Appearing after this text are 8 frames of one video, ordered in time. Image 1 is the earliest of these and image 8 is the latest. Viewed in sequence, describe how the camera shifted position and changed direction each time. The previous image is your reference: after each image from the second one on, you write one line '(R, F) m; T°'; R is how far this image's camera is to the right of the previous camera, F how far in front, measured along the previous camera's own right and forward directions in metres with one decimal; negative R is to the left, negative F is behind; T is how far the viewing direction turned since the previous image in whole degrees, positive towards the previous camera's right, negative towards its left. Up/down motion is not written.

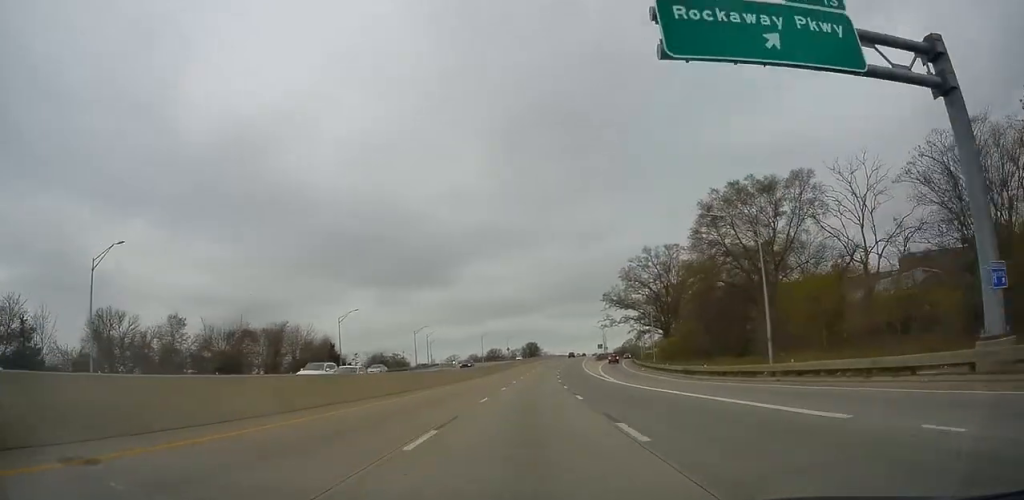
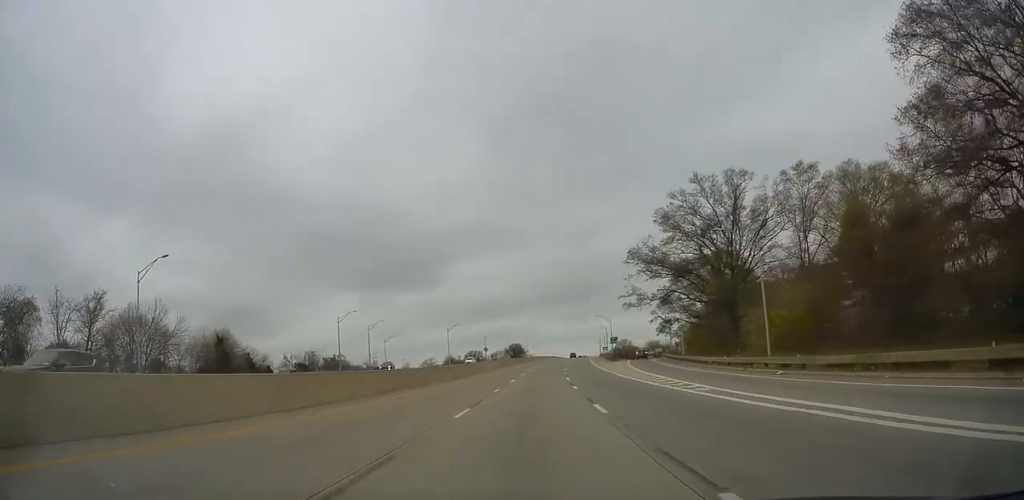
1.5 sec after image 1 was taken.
(+0.5, +43.1) m; +2°
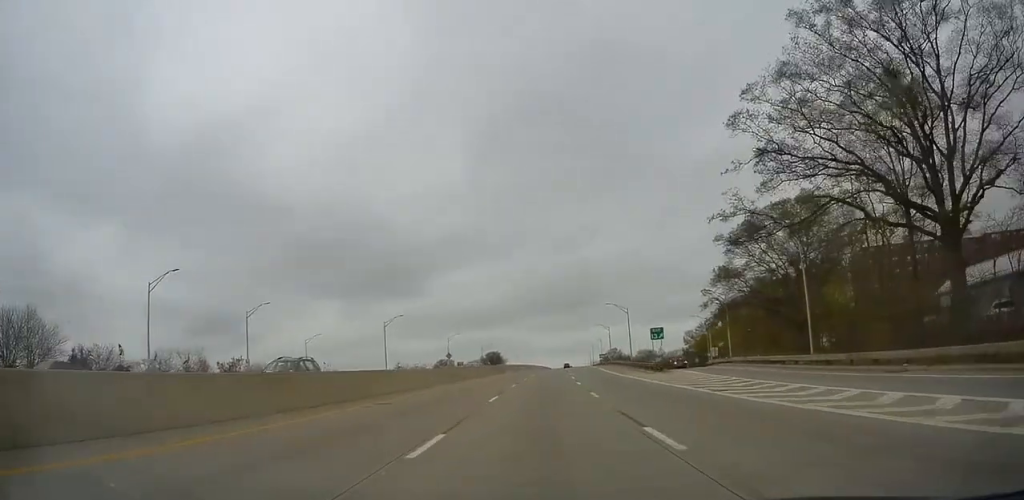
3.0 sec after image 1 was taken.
(+0.6, +42.6) m; +1°
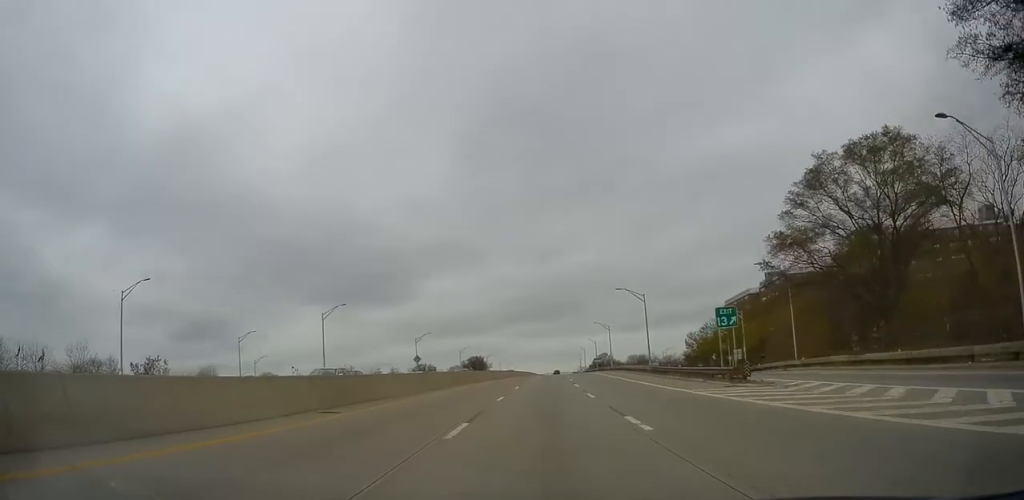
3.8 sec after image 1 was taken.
(0.0, +21.6) m; +1°
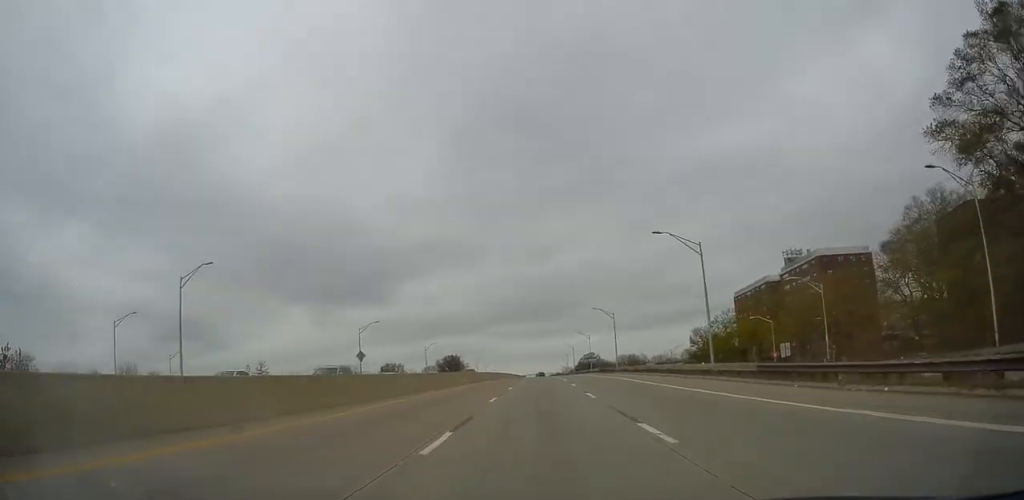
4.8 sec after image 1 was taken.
(+0.4, +26.7) m; +2°
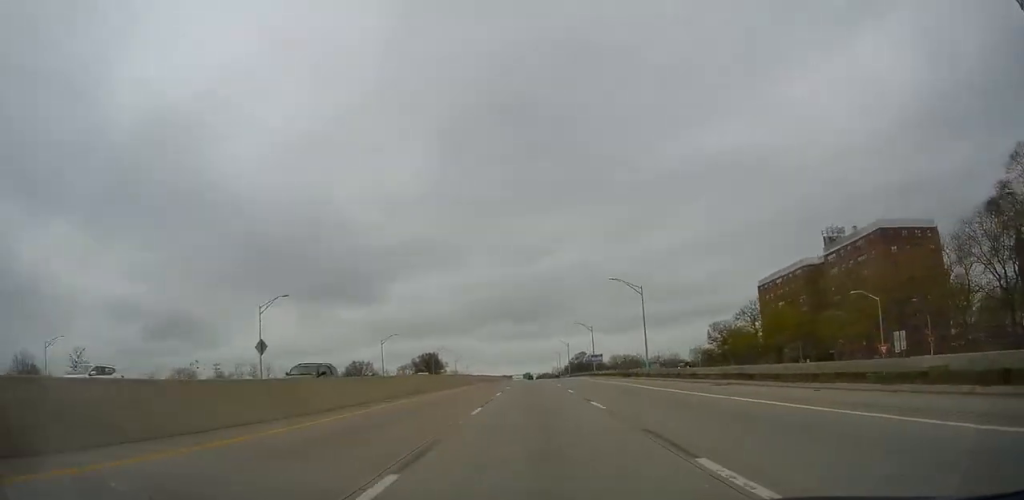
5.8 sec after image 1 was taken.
(+0.5, +29.0) m; +1°
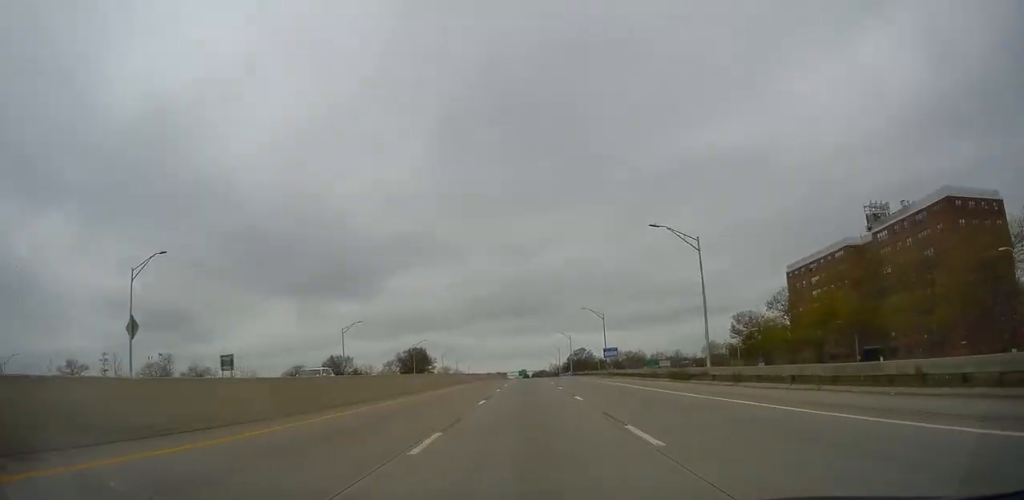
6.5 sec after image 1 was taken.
(-0.1, +20.2) m; +1°
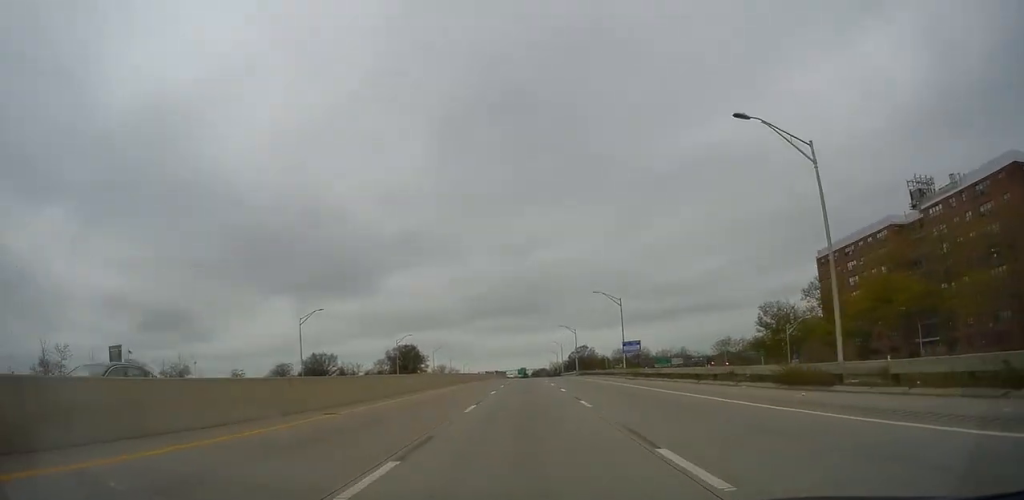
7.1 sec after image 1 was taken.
(+0.3, +16.1) m; +1°
